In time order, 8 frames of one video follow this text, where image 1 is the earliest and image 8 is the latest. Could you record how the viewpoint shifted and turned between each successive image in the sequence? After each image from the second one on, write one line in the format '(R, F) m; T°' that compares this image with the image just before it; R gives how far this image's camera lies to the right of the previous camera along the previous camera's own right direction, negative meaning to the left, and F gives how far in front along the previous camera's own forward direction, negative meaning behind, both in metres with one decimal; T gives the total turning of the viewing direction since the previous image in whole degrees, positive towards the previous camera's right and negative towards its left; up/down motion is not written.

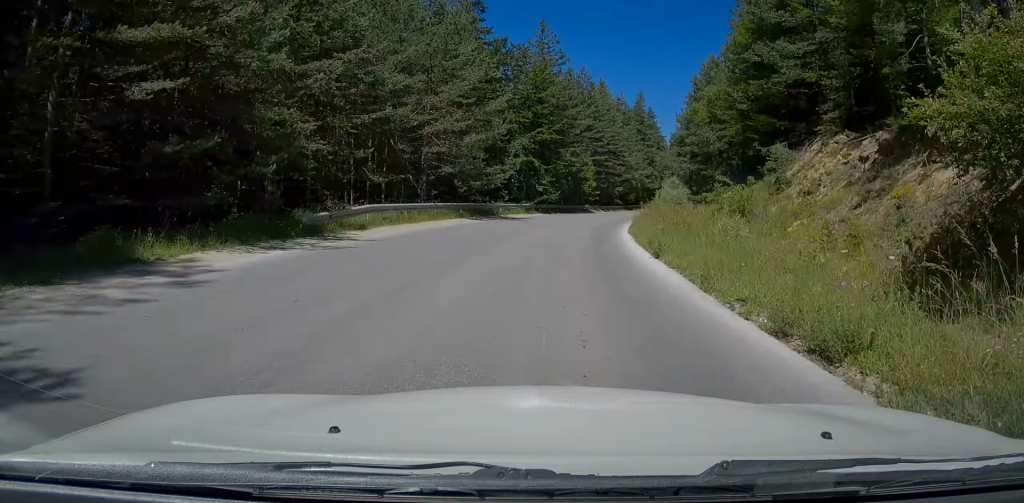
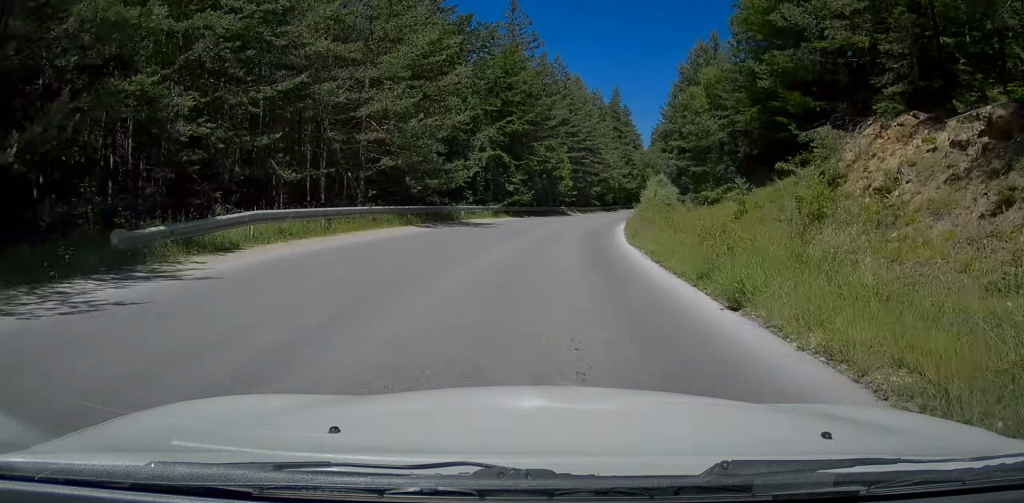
(+0.4, +6.8) m; +3°
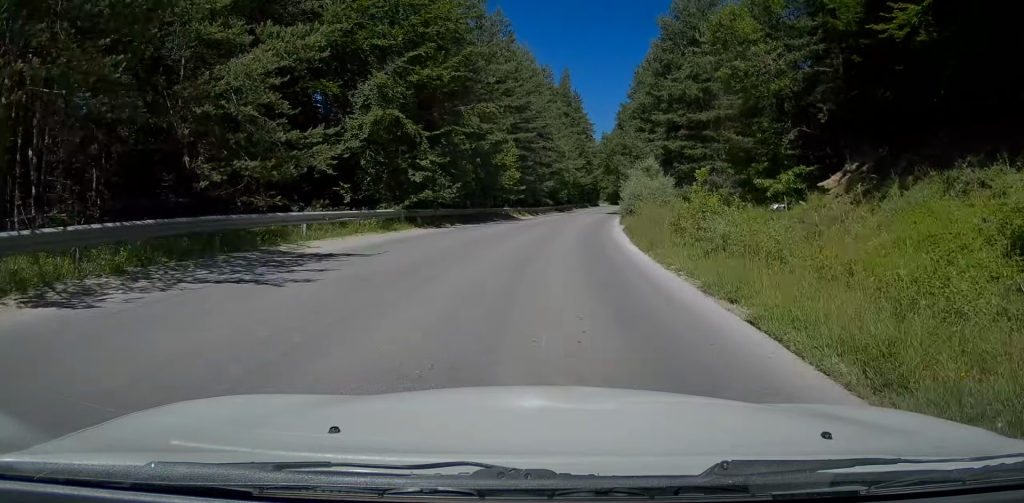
(+1.0, +16.7) m; +5°
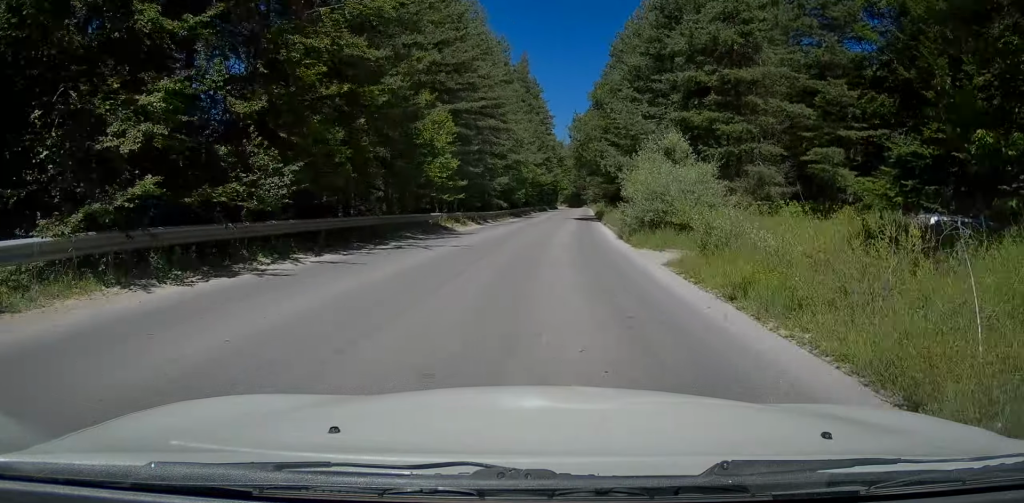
(+0.4, +15.0) m; +4°
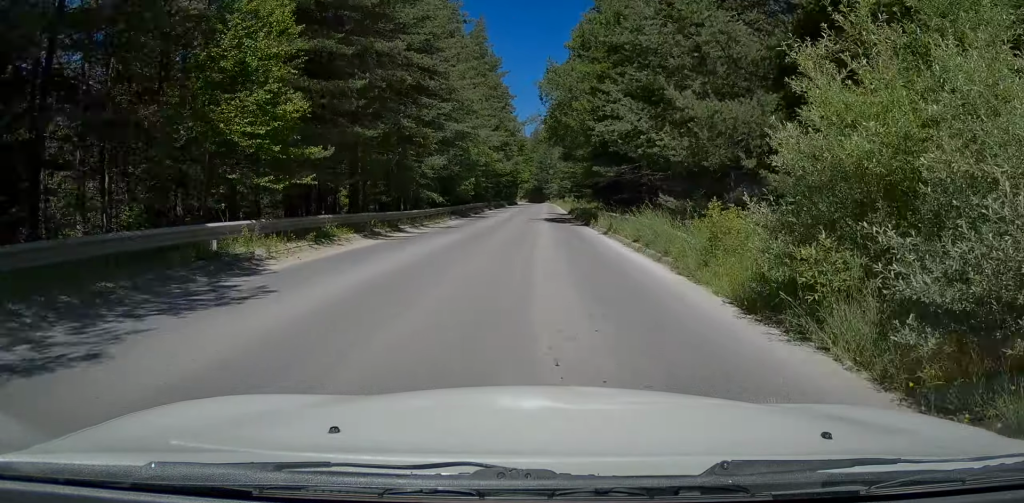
(+0.6, +16.6) m; +2°
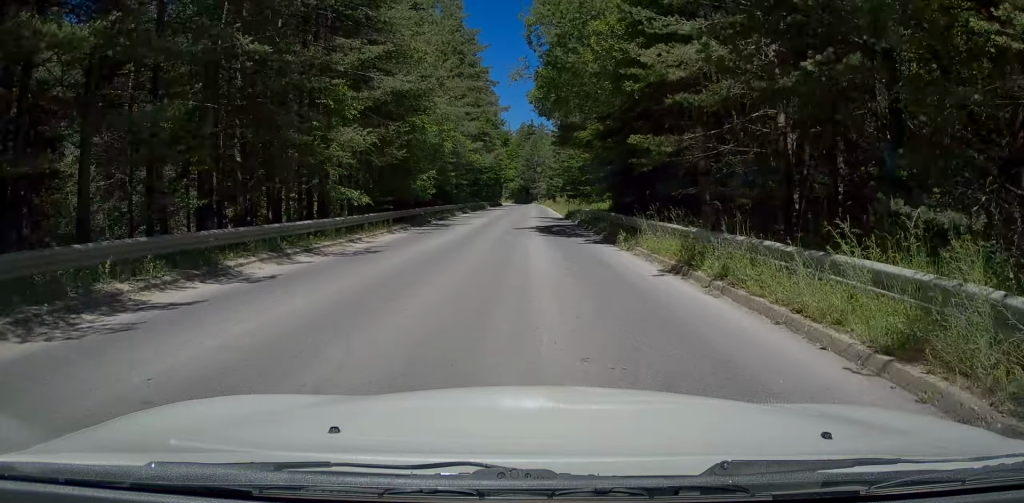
(0.0, +12.4) m; +1°
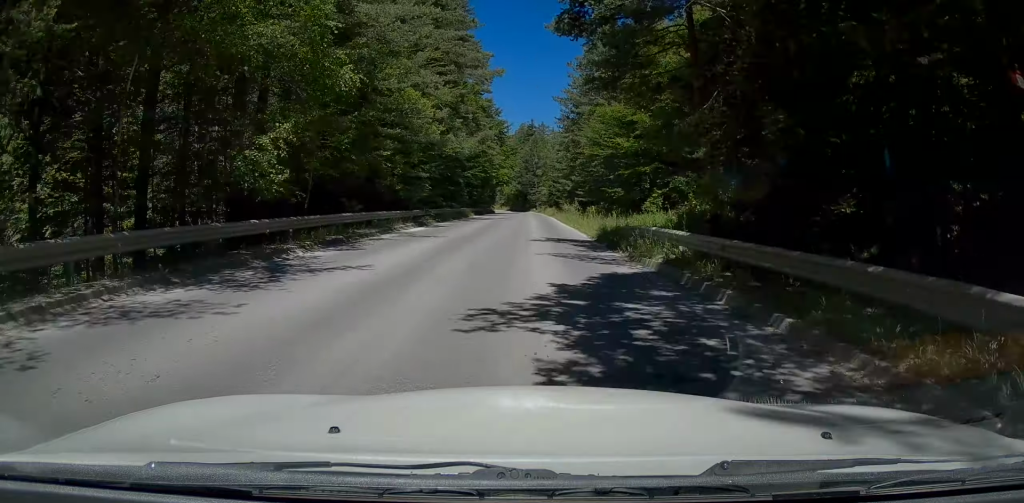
(+0.3, +18.5) m; +3°
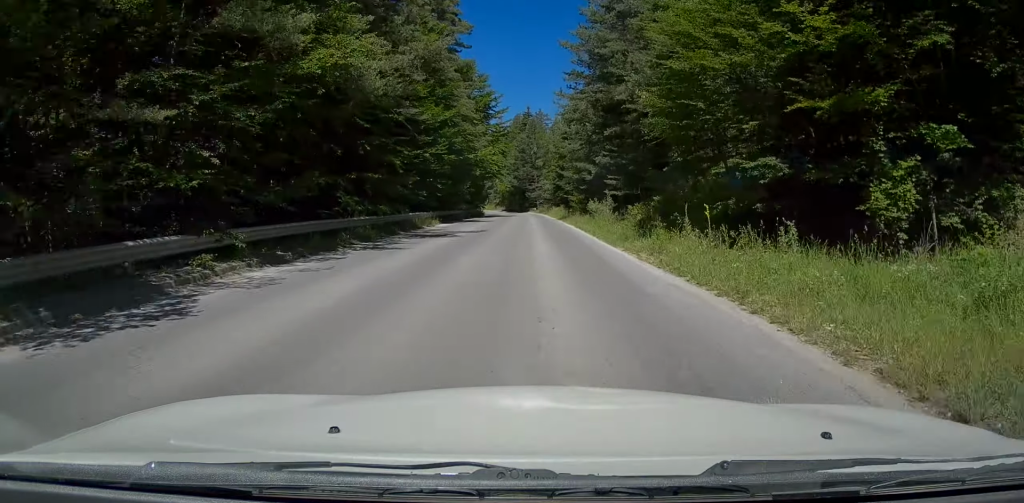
(+0.4, +22.2) m; -1°
